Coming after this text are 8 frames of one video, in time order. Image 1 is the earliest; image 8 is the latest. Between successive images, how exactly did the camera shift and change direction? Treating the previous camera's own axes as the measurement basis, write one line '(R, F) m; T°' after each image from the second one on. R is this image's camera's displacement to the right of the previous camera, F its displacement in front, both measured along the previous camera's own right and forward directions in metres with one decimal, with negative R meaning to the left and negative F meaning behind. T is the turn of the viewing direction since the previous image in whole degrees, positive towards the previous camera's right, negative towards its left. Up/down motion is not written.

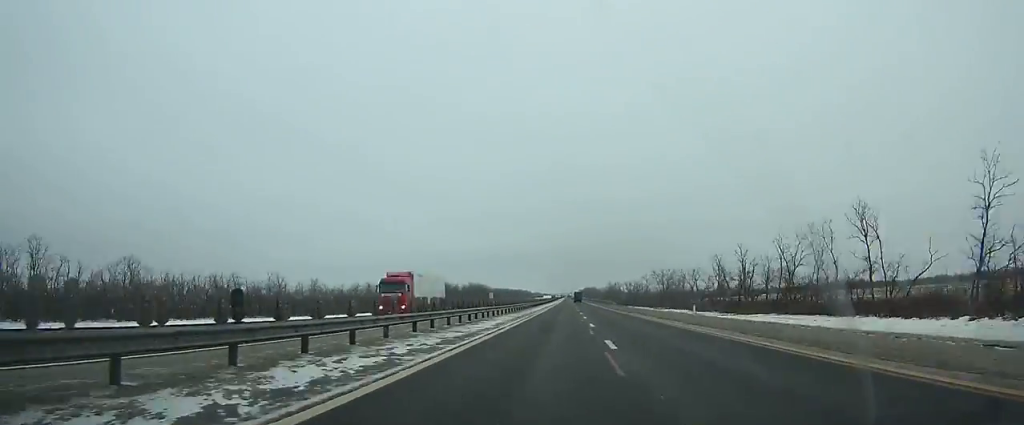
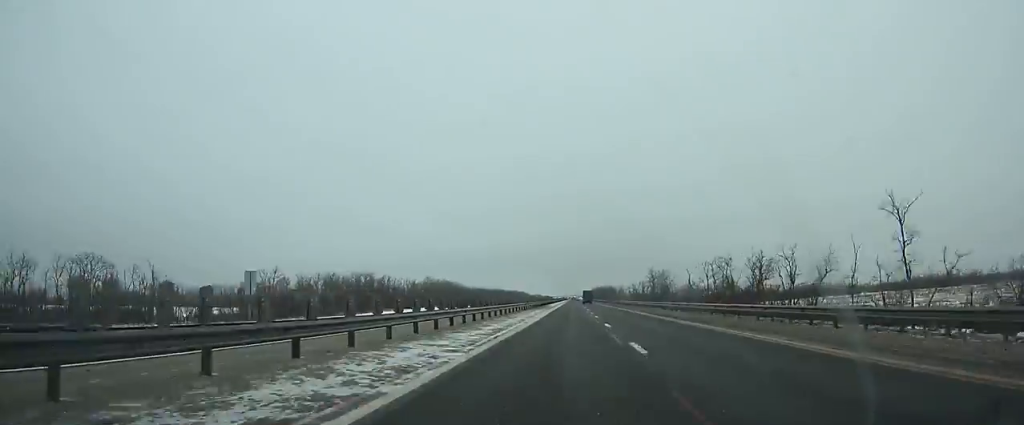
(-0.5, +138.1) m; 0°
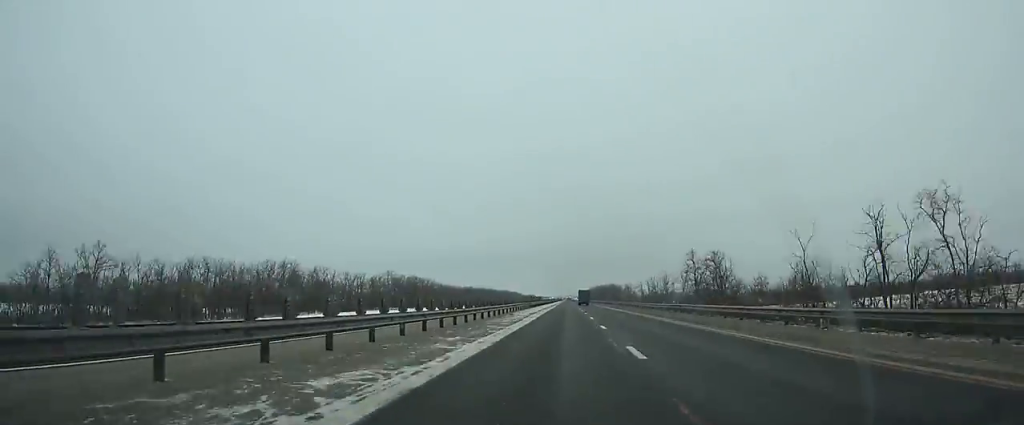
(+0.2, +60.1) m; 0°
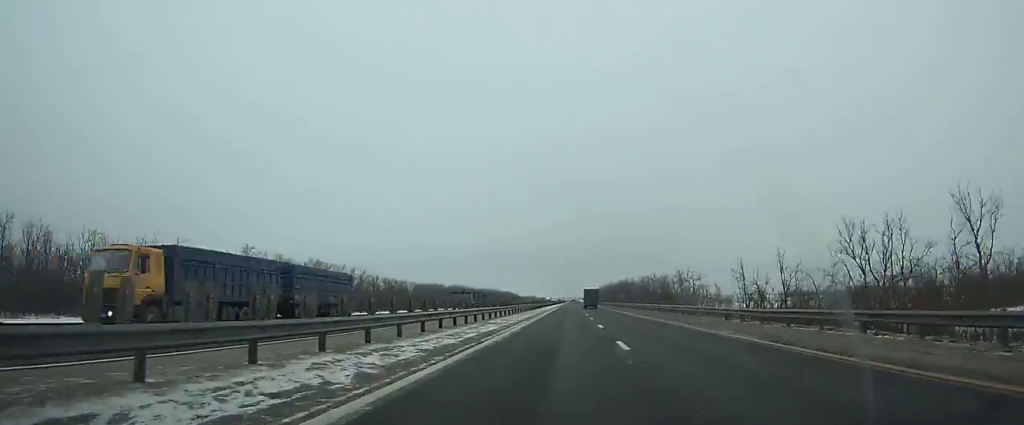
(-0.1, +117.9) m; 0°
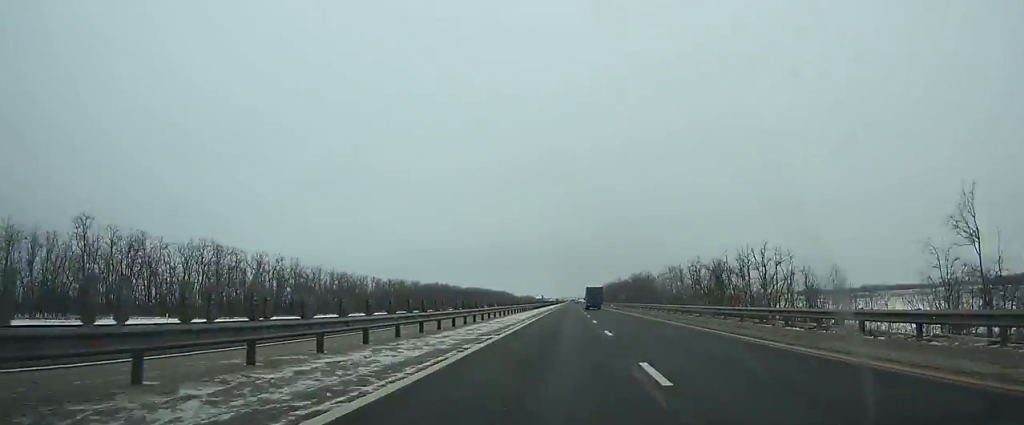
(0.0, +54.5) m; 0°
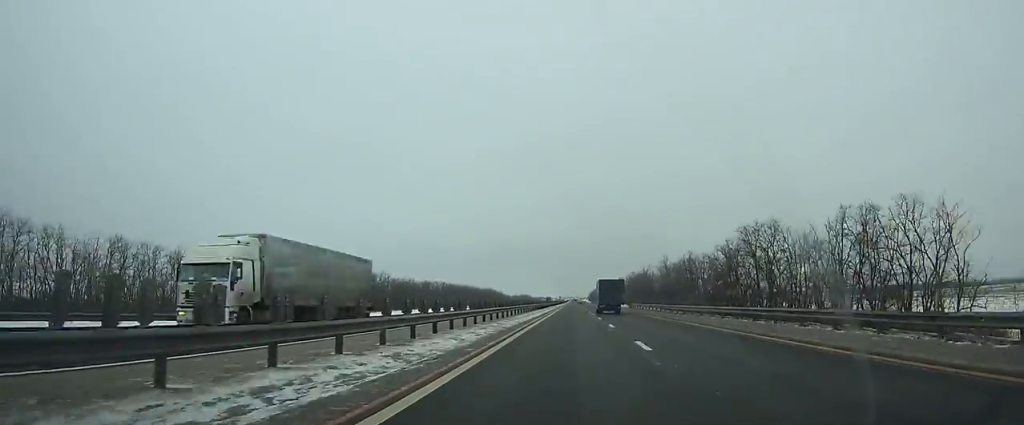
(-0.3, +127.1) m; 0°
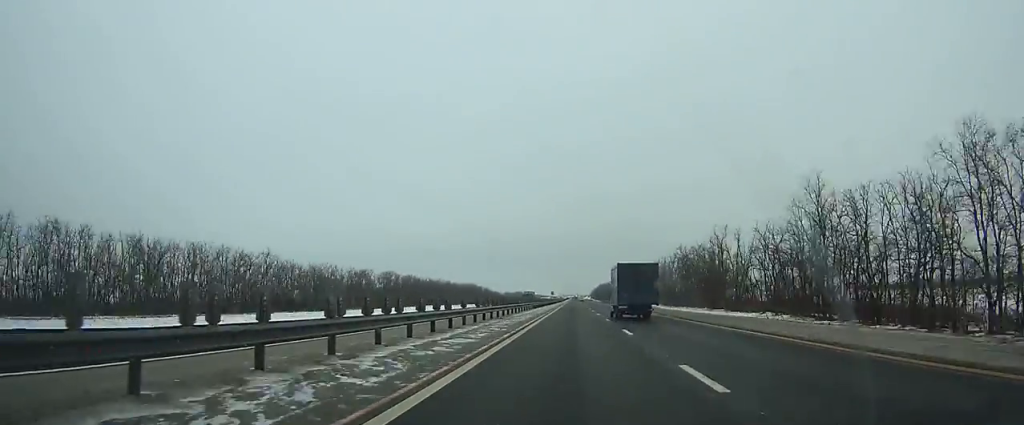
(+0.3, +90.8) m; 0°
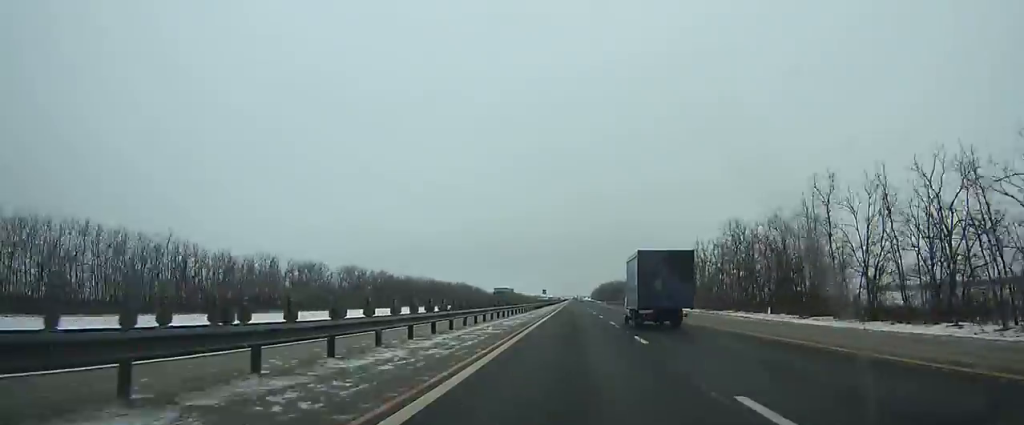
(0.0, +39.5) m; 0°
